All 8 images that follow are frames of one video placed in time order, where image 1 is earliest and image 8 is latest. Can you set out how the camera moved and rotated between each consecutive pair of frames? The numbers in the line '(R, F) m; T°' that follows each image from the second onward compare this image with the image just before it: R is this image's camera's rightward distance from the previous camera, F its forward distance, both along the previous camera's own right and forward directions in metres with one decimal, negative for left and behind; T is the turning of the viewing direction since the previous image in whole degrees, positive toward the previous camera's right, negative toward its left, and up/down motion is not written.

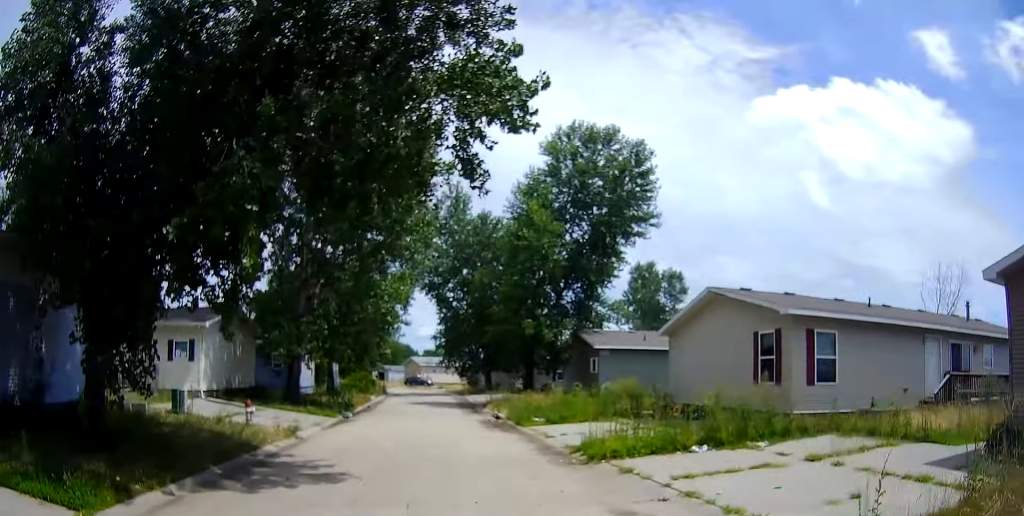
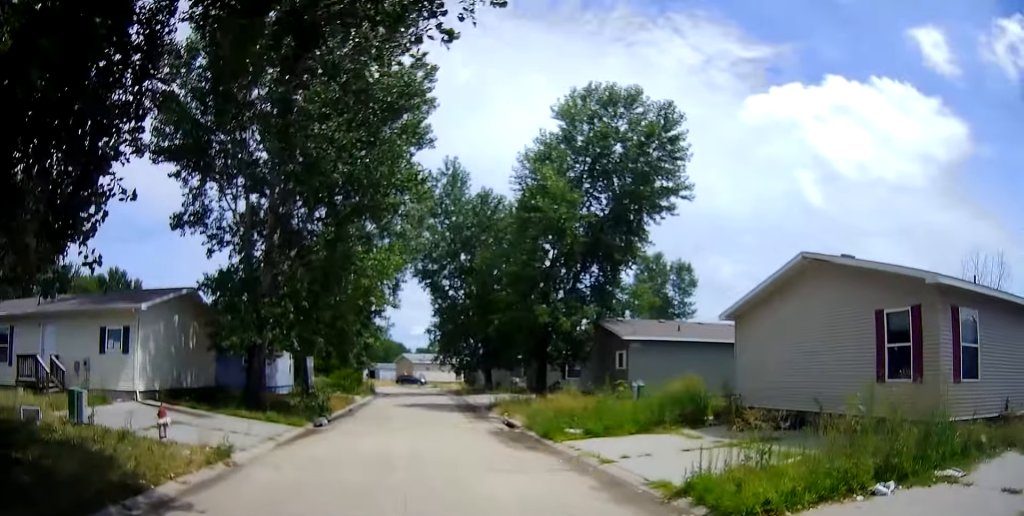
(0.0, +5.7) m; 0°
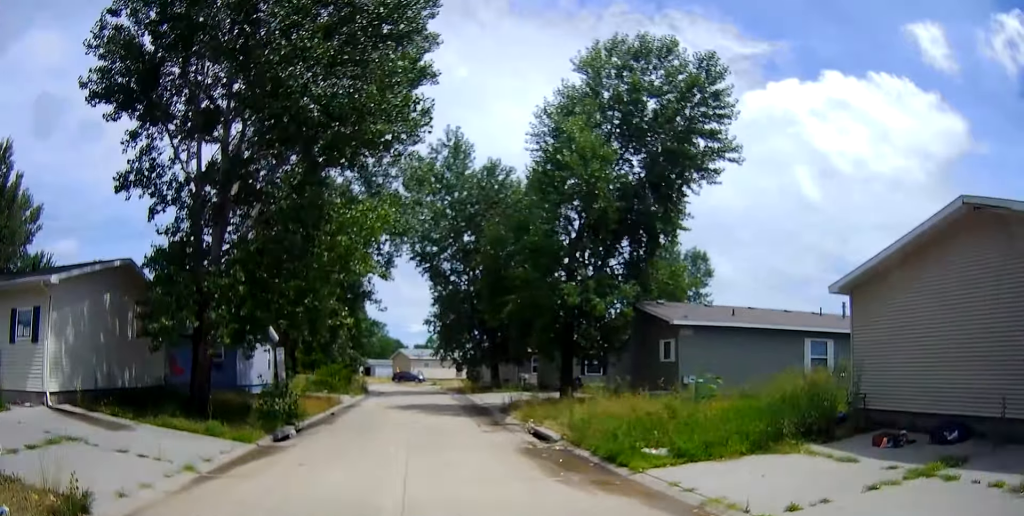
(0.0, +5.6) m; 0°
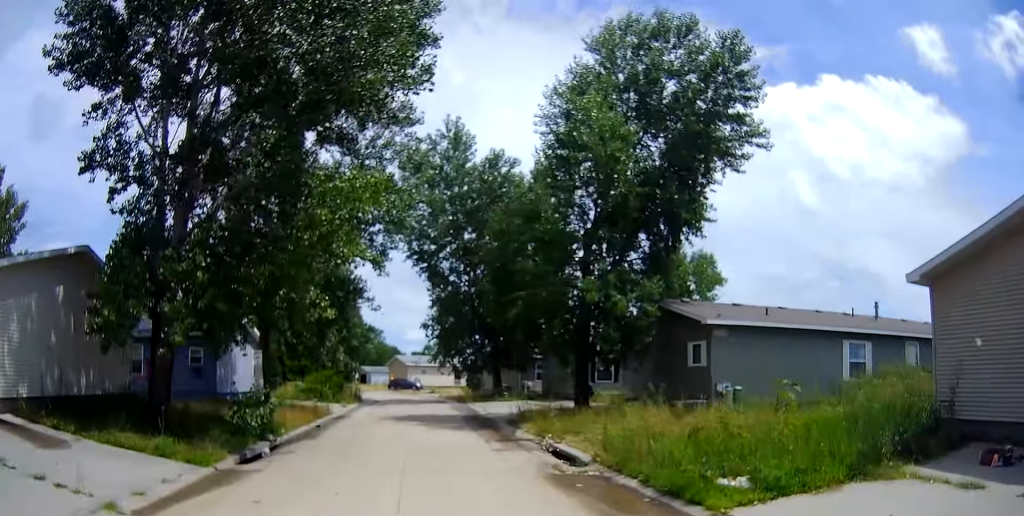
(0.0, +2.8) m; -1°
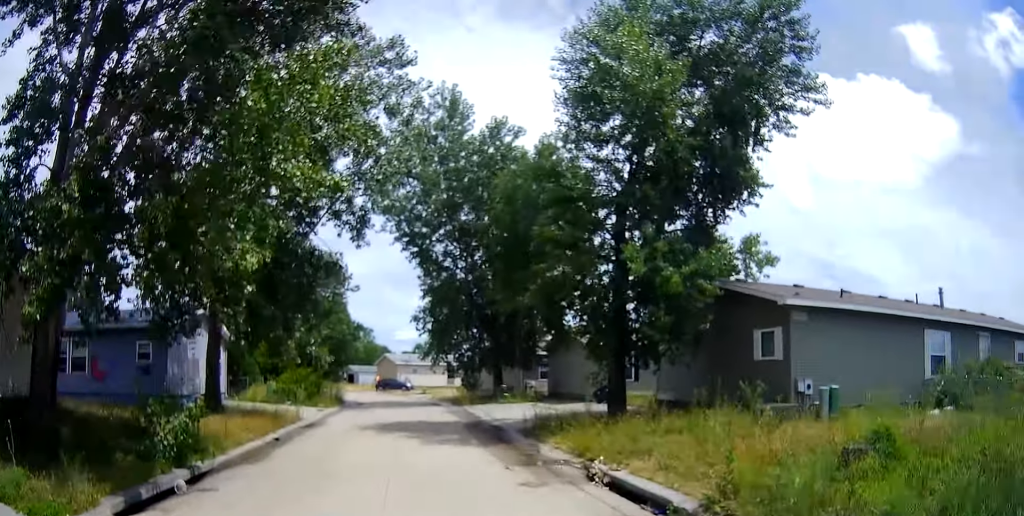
(+0.1, +4.9) m; -3°
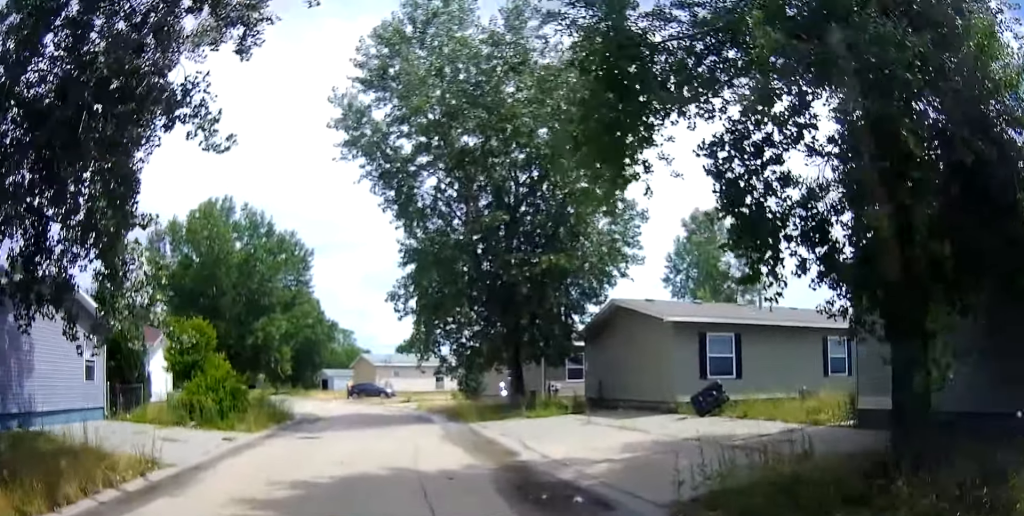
(+0.5, +11.5) m; +7°
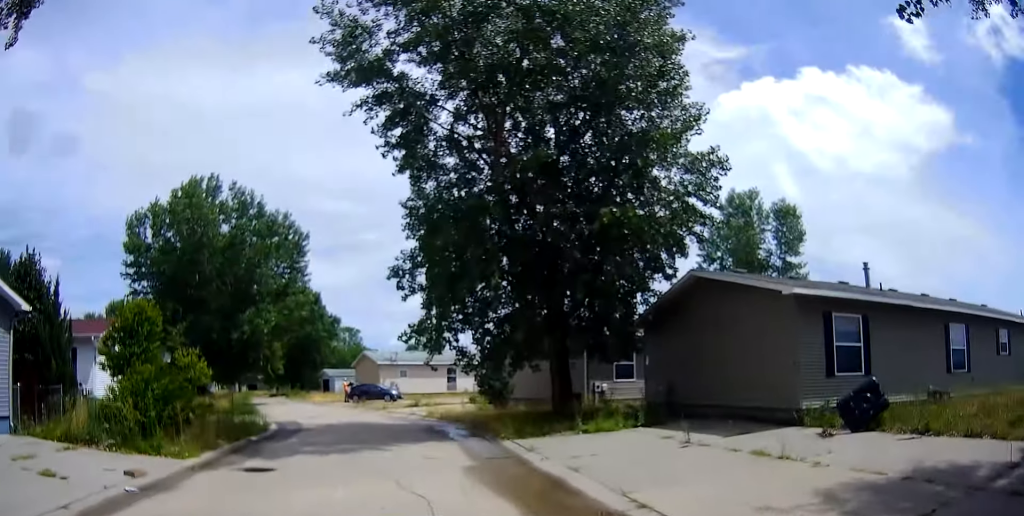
(+0.2, +6.4) m; 0°
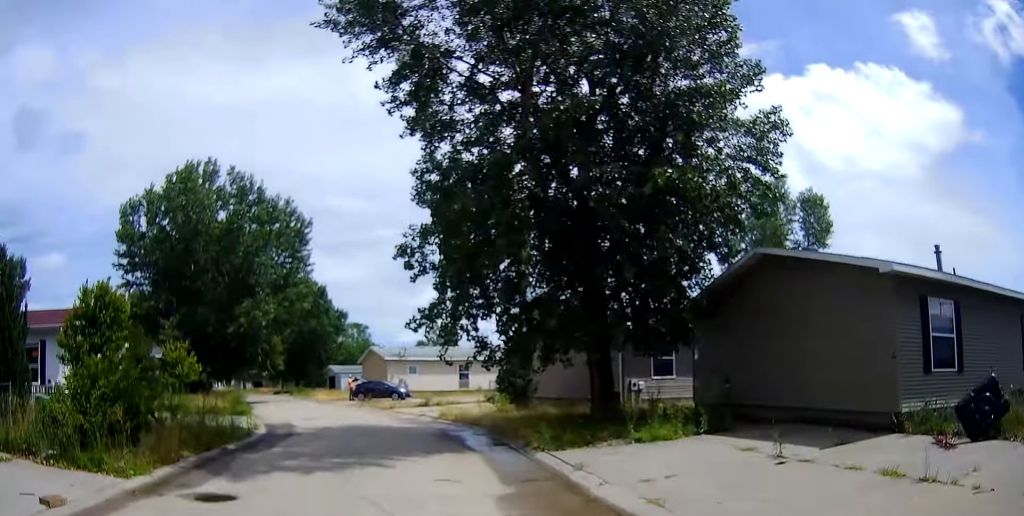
(-0.1, +3.2) m; -2°
